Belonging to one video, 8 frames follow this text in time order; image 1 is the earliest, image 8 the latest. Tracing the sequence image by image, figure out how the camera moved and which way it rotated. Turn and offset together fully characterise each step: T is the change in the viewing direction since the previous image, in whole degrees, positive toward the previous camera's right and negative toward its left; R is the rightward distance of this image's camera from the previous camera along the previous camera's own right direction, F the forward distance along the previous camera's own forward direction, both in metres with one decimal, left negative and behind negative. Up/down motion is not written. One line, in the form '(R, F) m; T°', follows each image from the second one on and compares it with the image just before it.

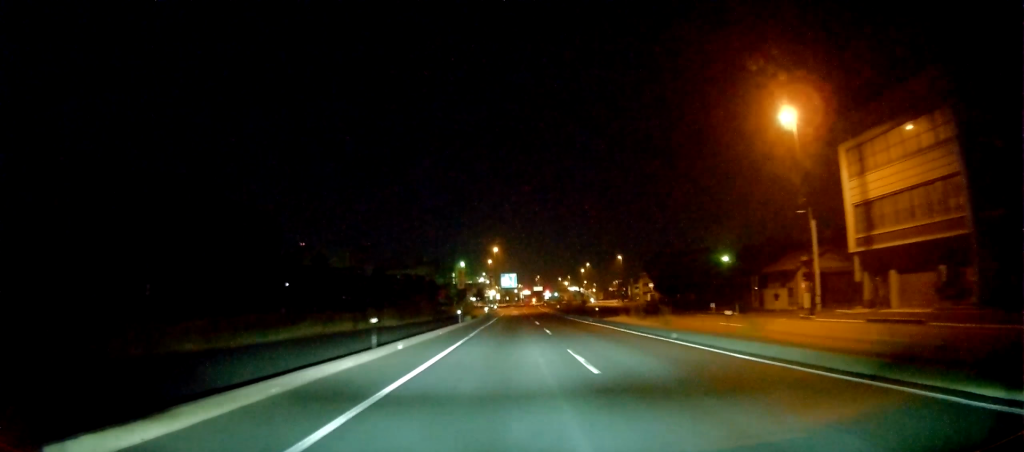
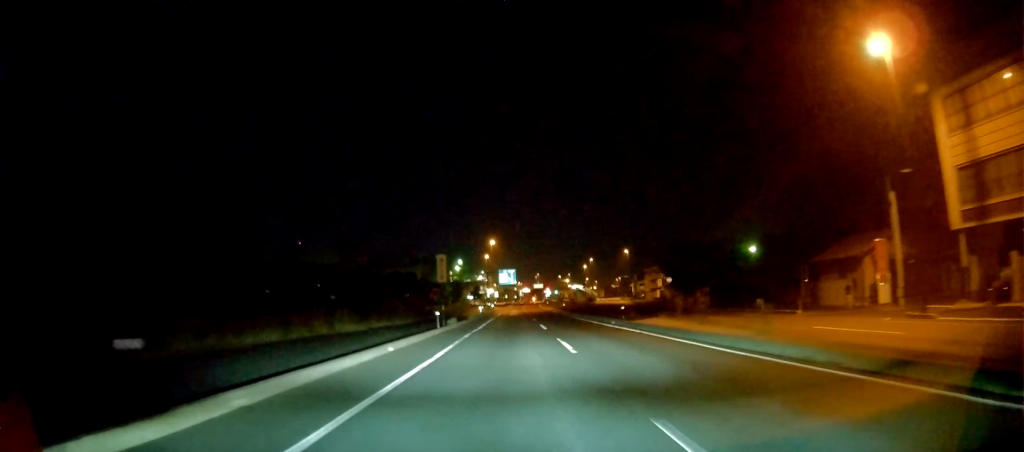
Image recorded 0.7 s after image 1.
(0.0, +10.6) m; 0°
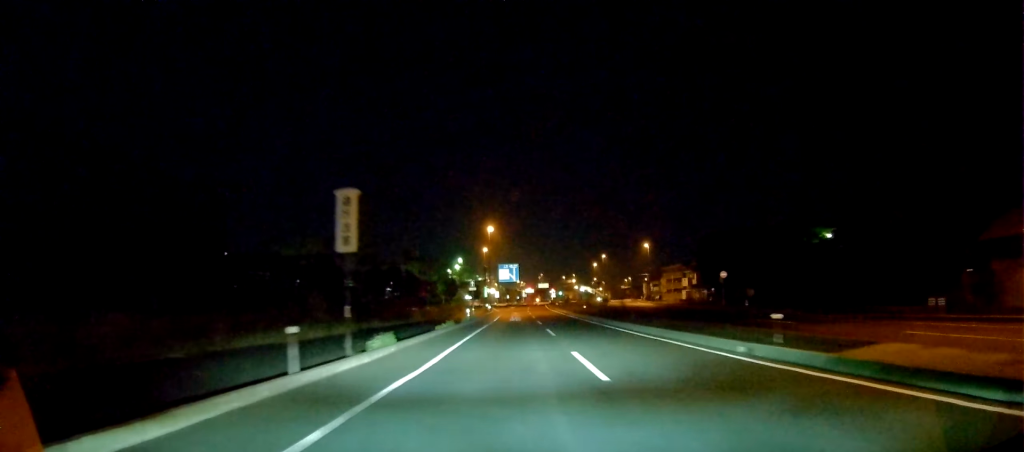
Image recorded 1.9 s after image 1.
(+0.1, +19.8) m; -1°
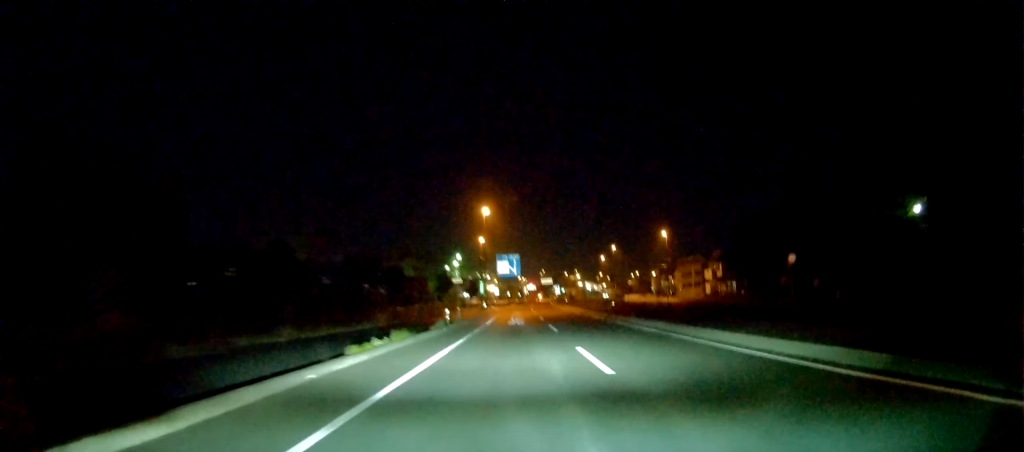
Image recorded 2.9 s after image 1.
(-0.3, +15.5) m; -1°
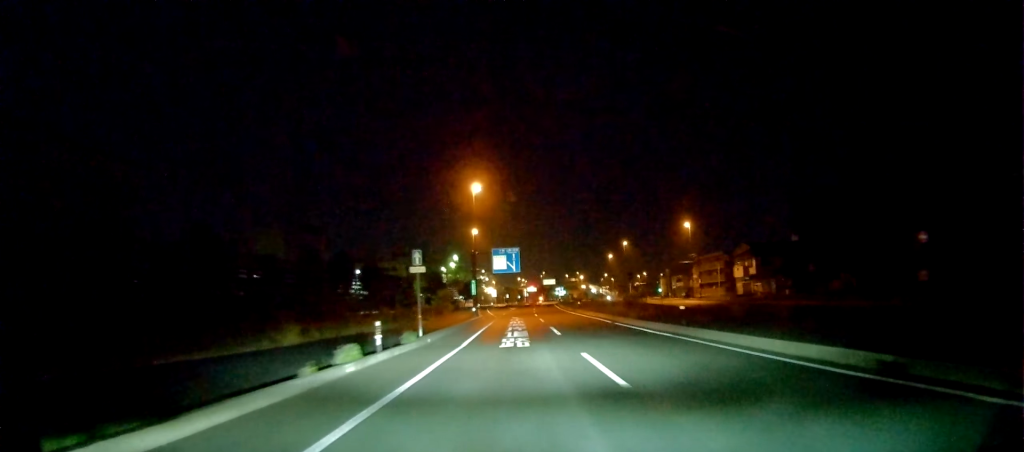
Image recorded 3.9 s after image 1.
(-0.1, +15.9) m; 0°
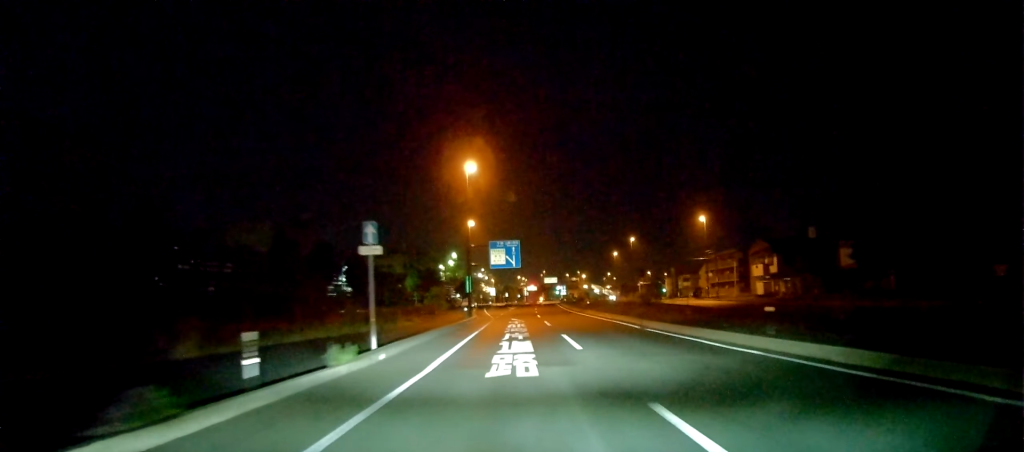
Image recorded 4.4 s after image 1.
(-0.1, +7.9) m; +1°
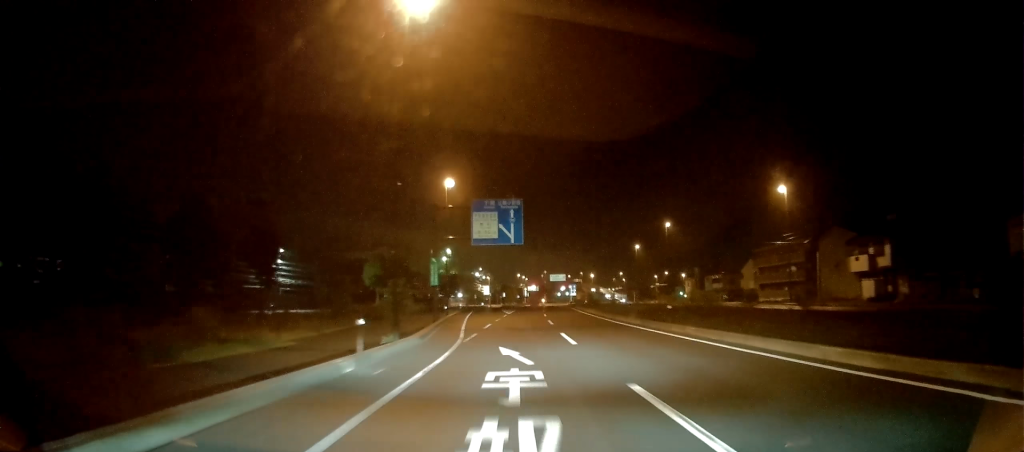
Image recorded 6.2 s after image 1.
(+0.2, +28.8) m; 0°
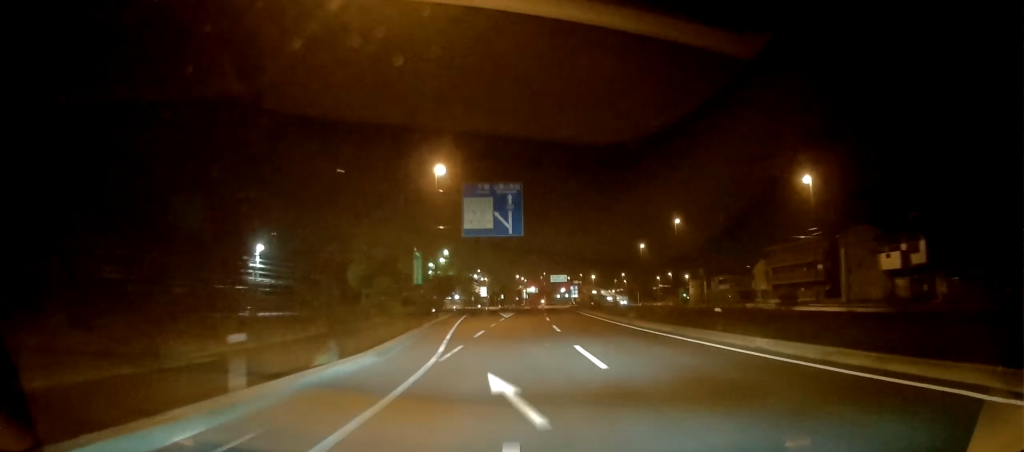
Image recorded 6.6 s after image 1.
(-0.1, +6.3) m; 0°
